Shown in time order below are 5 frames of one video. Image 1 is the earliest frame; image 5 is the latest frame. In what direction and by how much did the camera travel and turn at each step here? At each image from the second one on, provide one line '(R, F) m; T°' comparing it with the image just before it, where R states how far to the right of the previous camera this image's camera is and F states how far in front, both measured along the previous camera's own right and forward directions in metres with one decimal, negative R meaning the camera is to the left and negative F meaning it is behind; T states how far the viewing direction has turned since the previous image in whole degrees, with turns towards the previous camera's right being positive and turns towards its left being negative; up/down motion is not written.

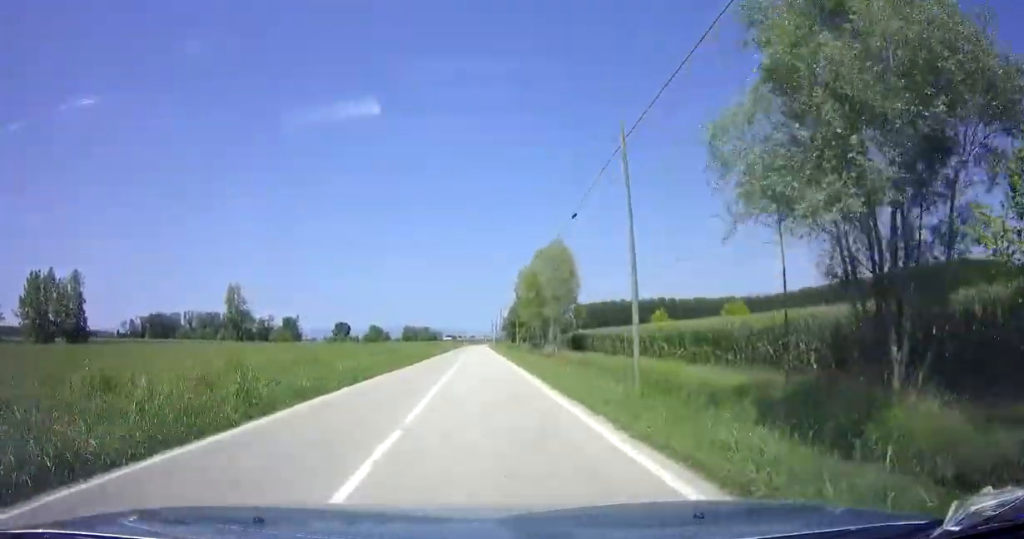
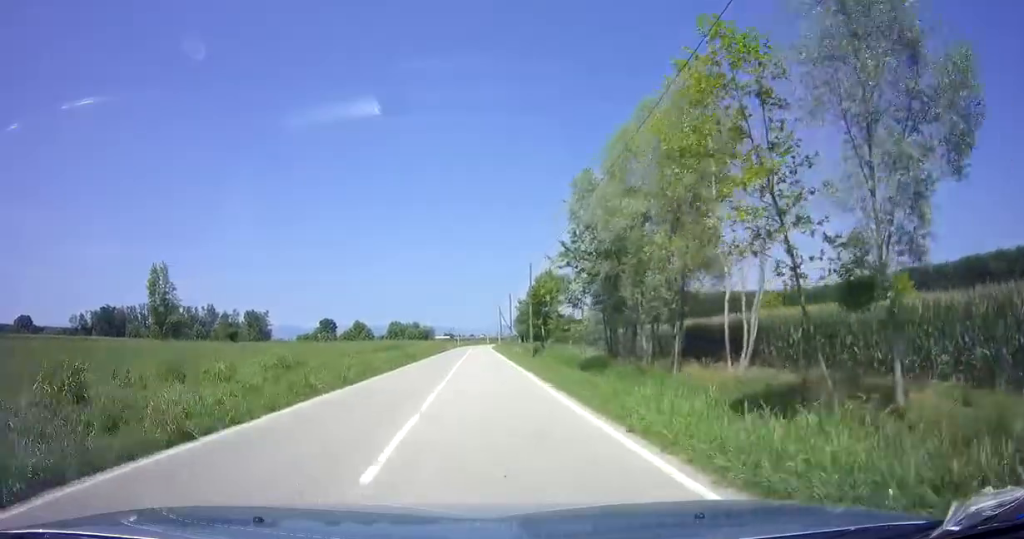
(0.0, +44.7) m; 0°
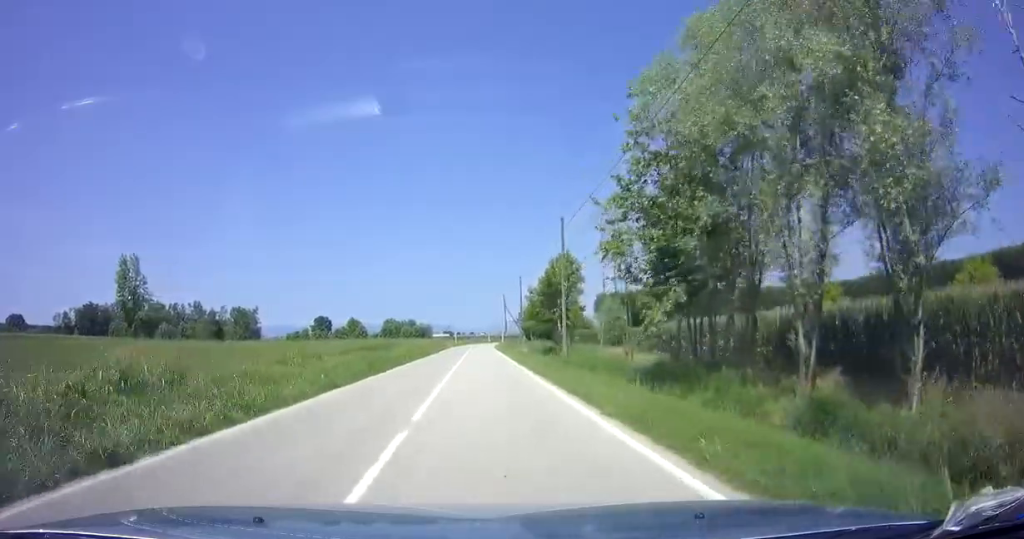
(0.0, +13.7) m; 0°
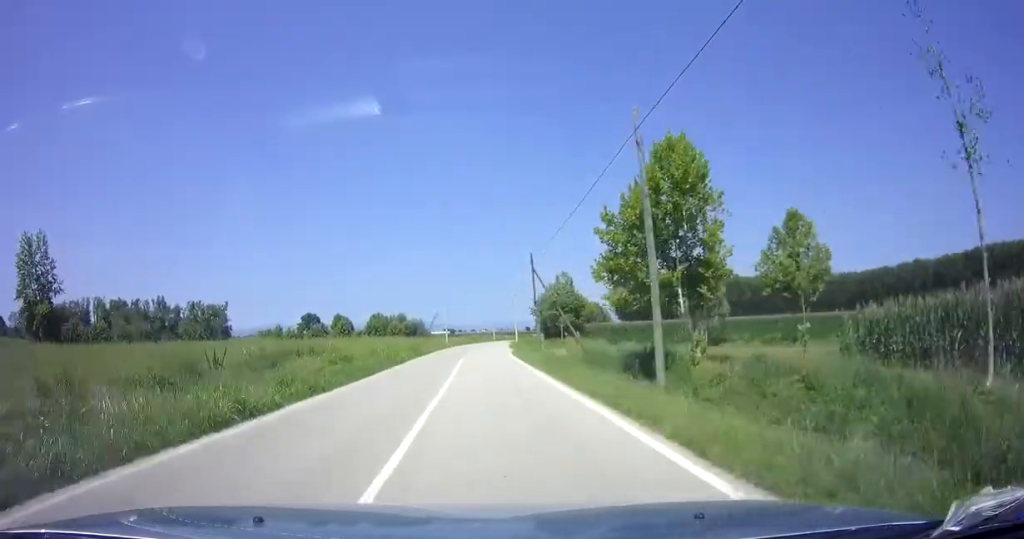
(0.0, +31.9) m; +1°
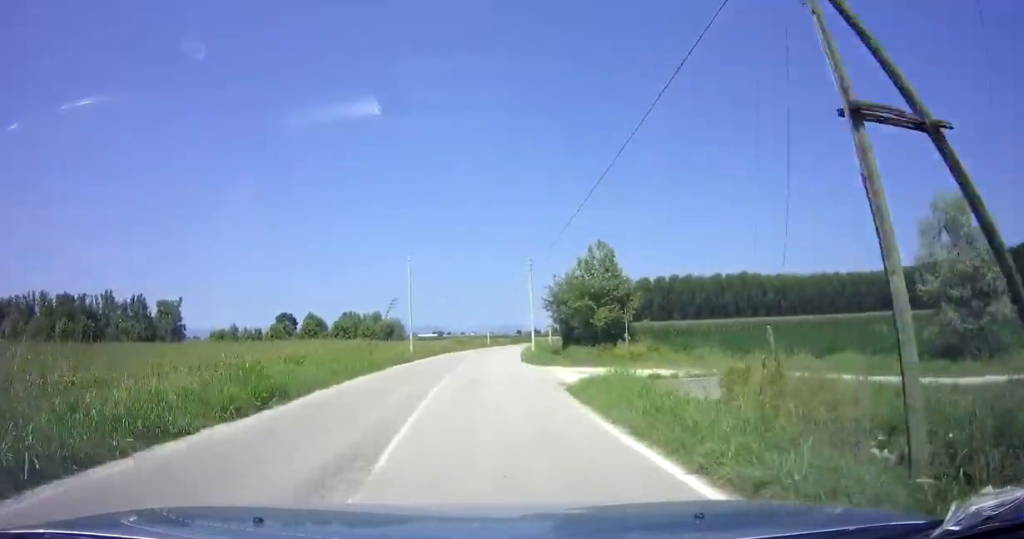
(+0.7, +29.4) m; +3°
